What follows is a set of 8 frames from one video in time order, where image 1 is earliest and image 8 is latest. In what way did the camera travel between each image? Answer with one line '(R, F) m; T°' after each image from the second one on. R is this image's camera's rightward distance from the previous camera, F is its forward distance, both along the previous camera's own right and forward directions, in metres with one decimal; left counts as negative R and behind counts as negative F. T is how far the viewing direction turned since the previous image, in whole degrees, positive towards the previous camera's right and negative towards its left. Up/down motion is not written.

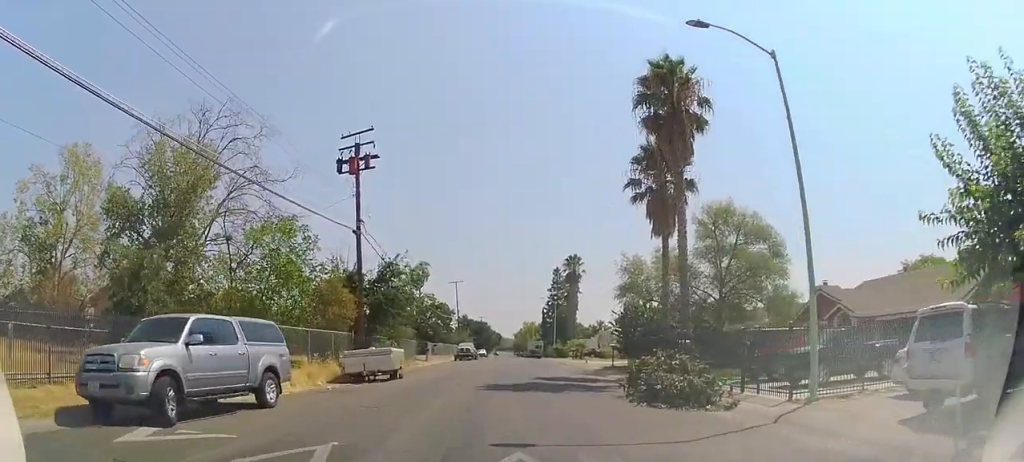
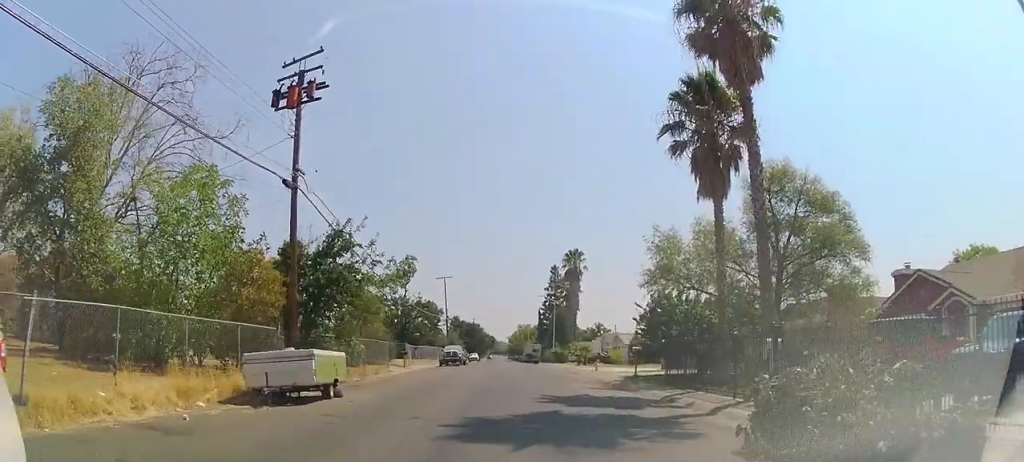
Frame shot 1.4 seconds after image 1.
(0.0, +9.8) m; 0°
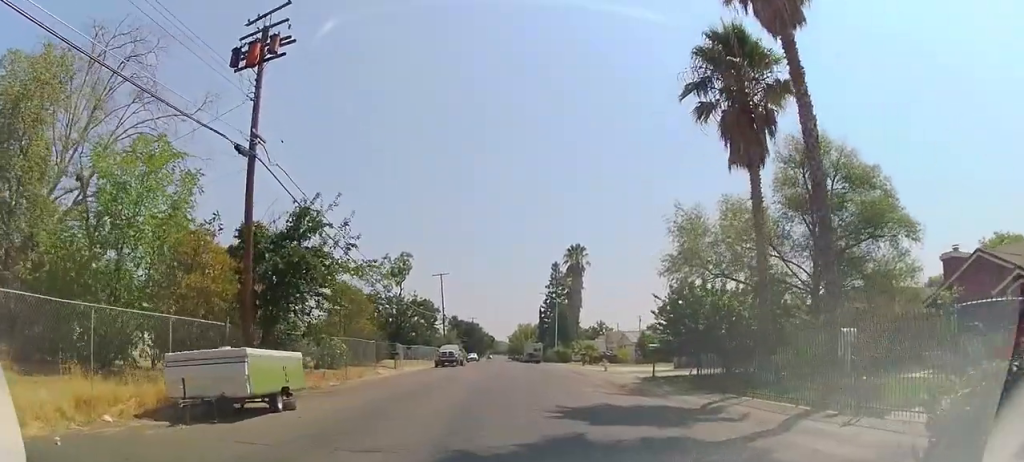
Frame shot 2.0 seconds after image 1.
(0.0, +3.9) m; 0°
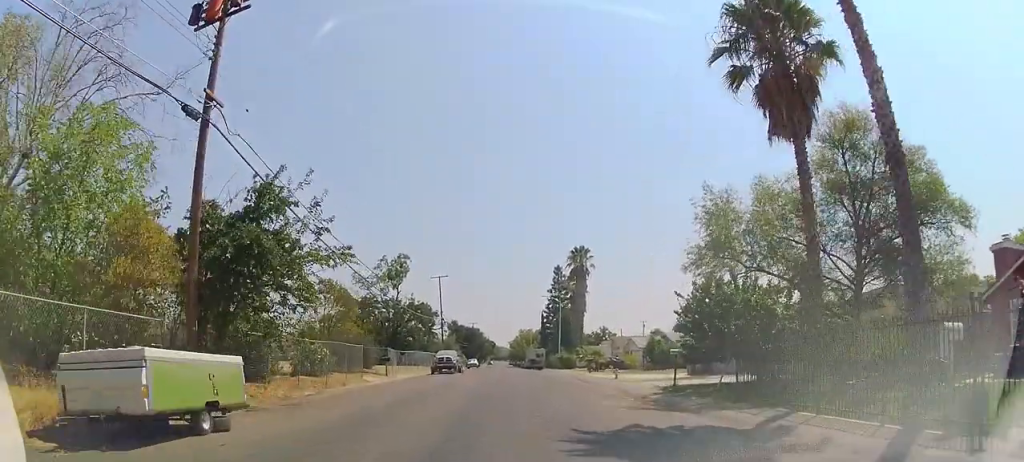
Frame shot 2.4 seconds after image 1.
(0.0, +3.2) m; 0°
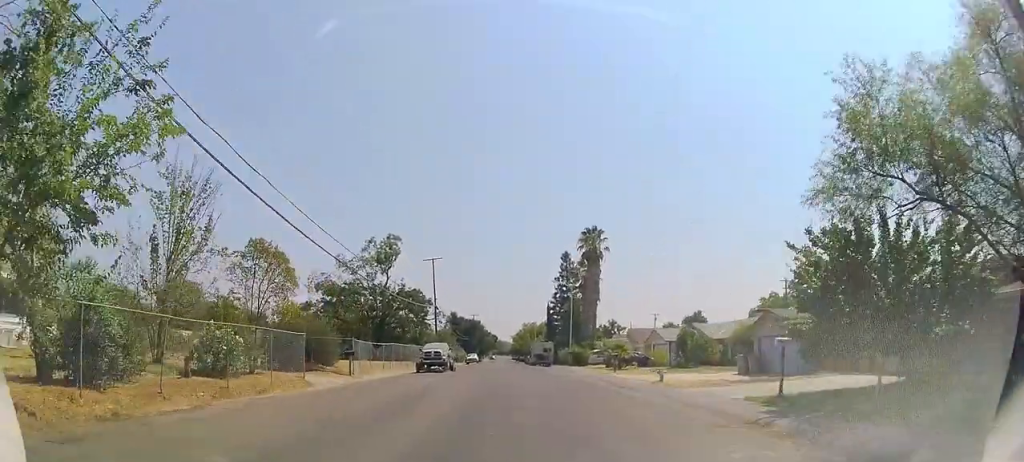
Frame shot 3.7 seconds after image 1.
(0.0, +8.3) m; 0°
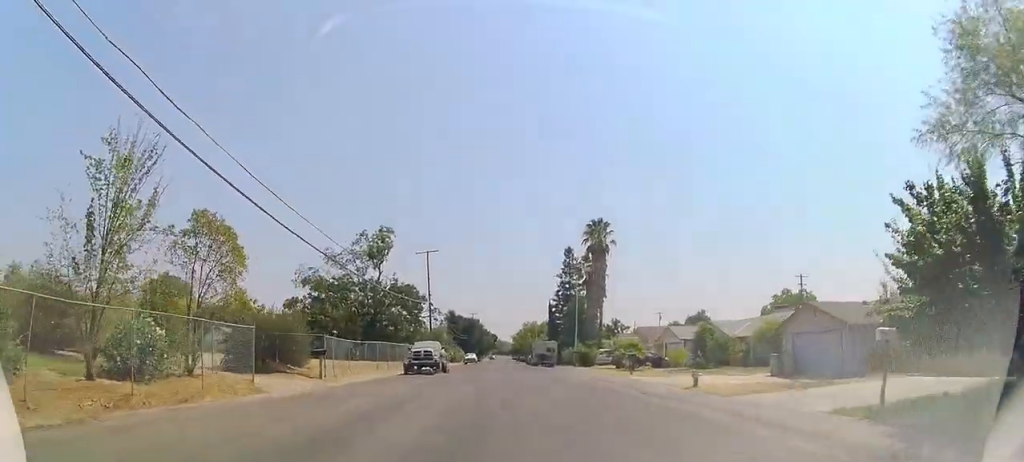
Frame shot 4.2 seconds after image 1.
(0.0, +4.2) m; 0°
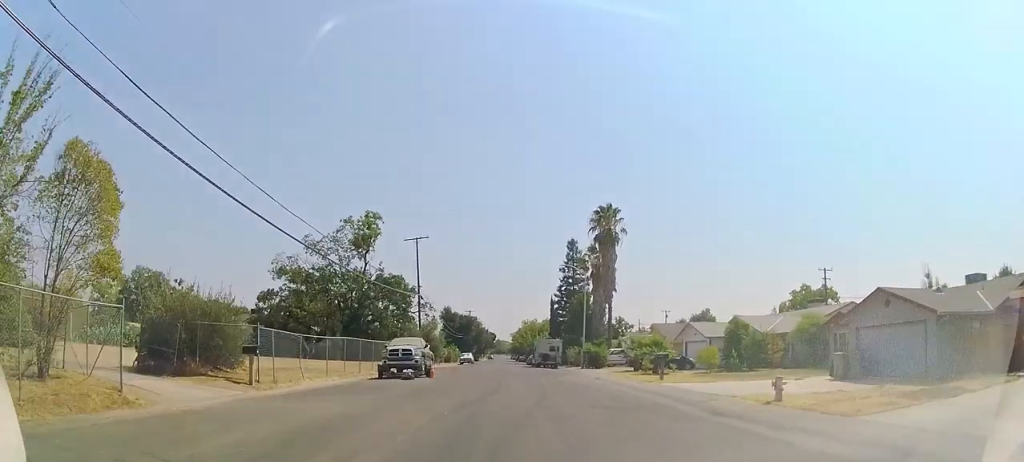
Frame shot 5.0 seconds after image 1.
(0.0, +6.1) m; 0°
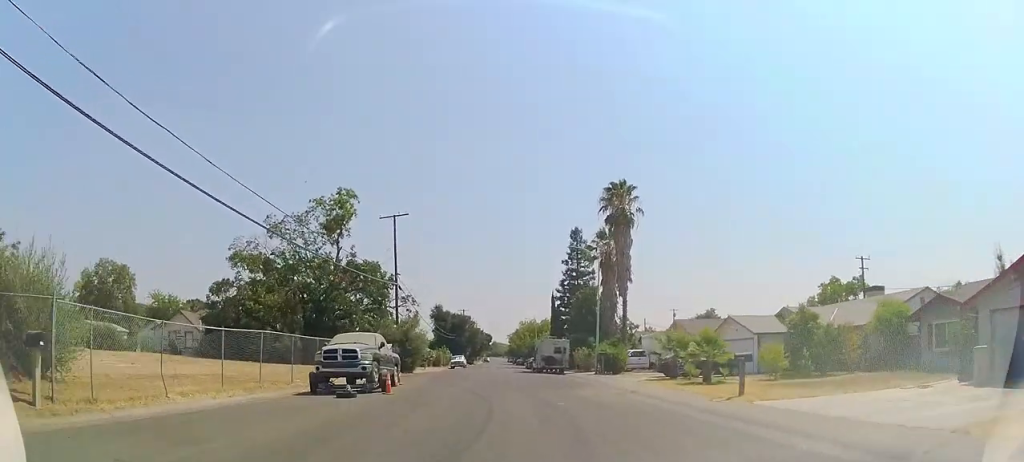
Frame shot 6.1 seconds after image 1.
(0.0, +8.8) m; +2°
